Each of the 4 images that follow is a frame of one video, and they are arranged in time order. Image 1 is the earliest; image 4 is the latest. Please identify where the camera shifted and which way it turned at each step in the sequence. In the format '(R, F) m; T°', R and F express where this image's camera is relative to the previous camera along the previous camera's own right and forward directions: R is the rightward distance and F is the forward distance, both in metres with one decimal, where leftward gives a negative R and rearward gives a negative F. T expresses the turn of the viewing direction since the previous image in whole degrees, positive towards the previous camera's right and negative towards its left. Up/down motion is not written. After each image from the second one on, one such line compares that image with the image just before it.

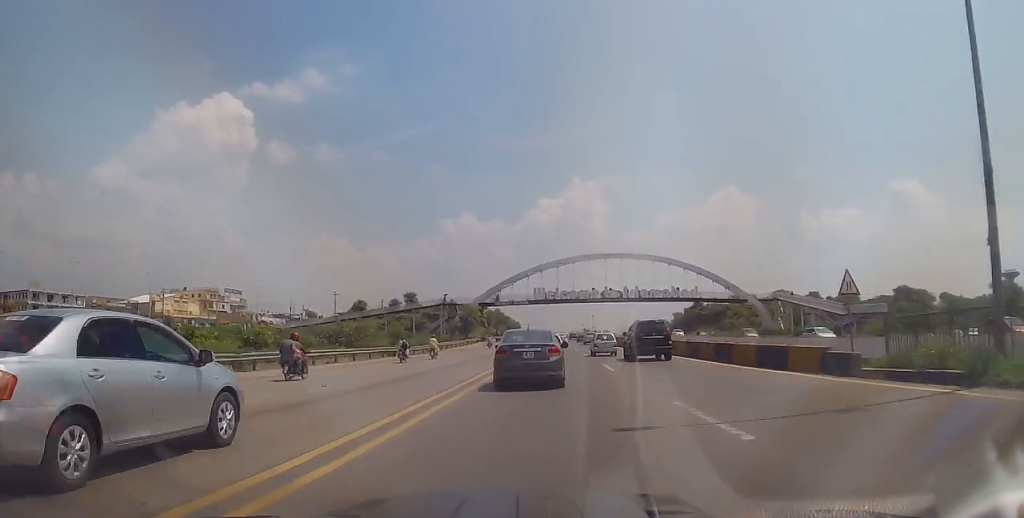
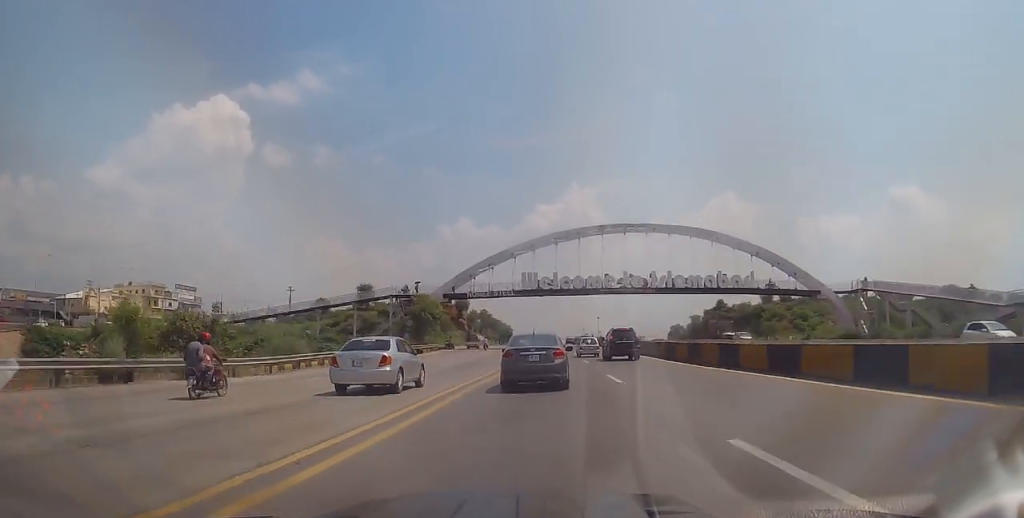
(-0.7, +35.6) m; -3°
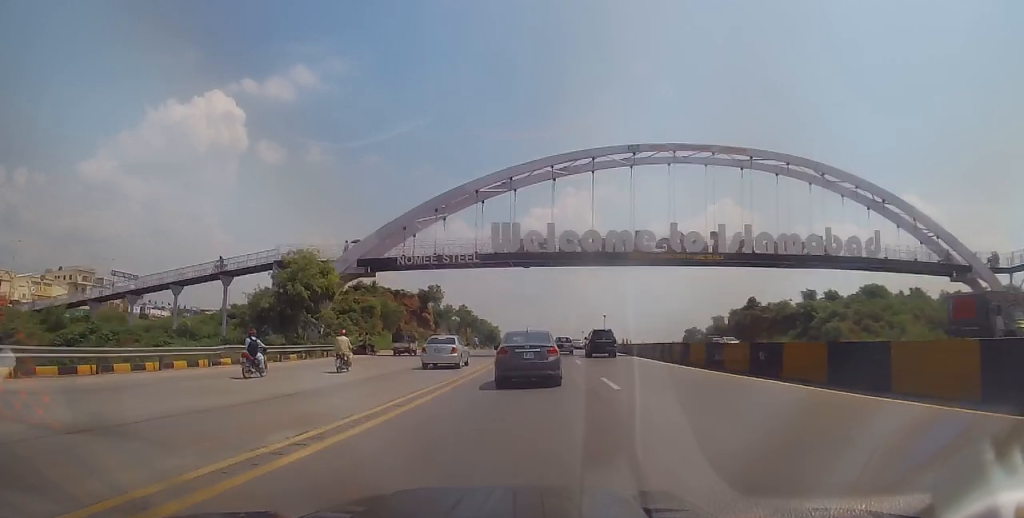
(+0.7, +35.8) m; +2°
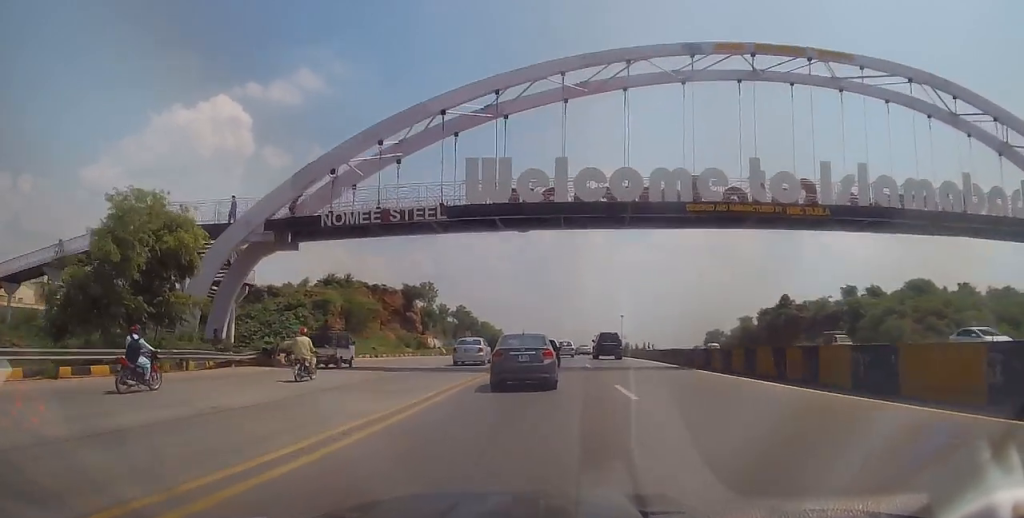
(-0.1, +17.6) m; -1°
